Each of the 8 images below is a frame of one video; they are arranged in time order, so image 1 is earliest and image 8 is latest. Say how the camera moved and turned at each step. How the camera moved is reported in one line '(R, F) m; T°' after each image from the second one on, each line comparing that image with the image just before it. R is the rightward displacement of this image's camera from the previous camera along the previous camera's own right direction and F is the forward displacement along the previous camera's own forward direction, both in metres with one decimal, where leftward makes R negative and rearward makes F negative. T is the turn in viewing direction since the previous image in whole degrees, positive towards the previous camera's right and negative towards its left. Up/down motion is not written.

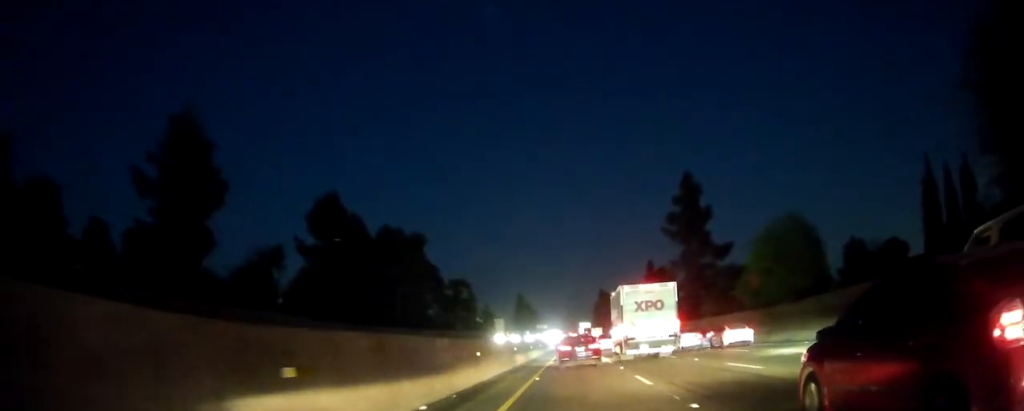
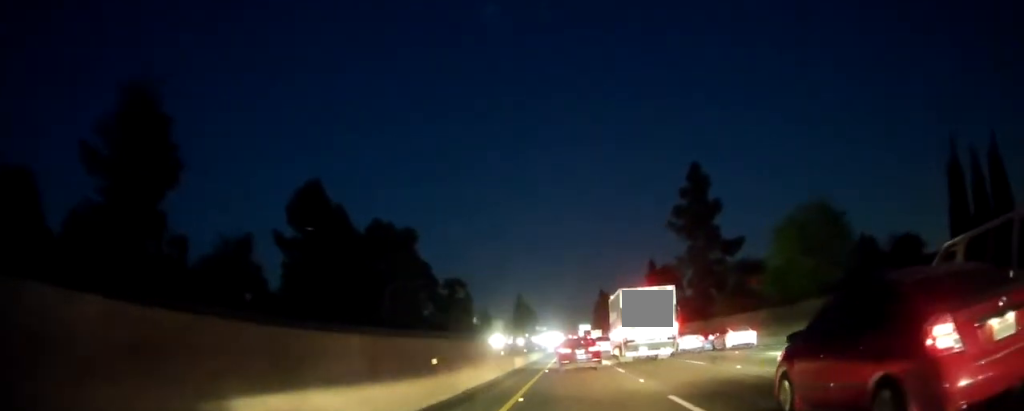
(0.0, +7.0) m; -1°
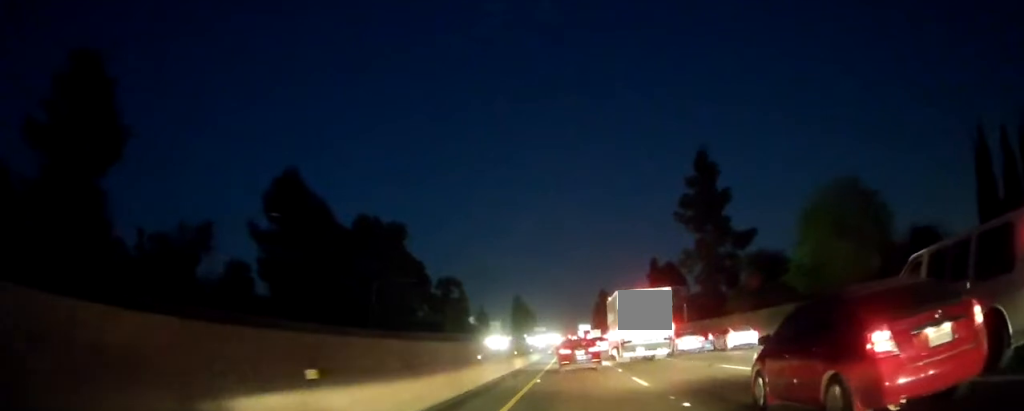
(-0.1, +7.4) m; -1°
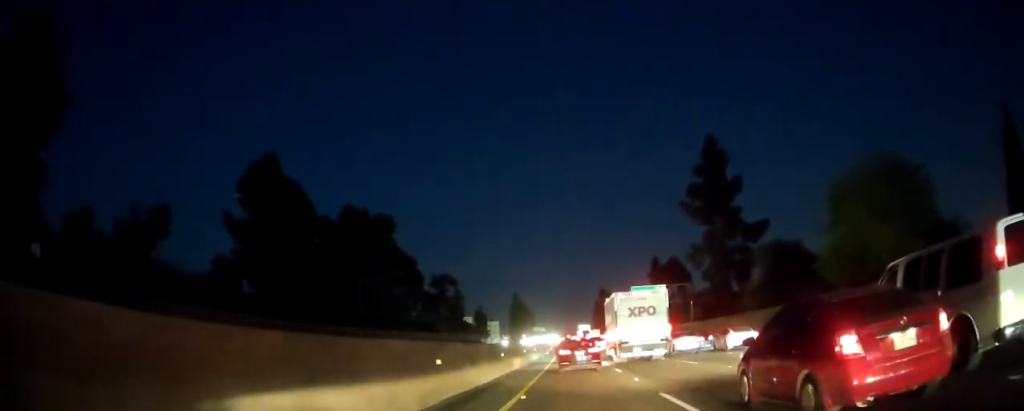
(0.0, +6.7) m; 0°
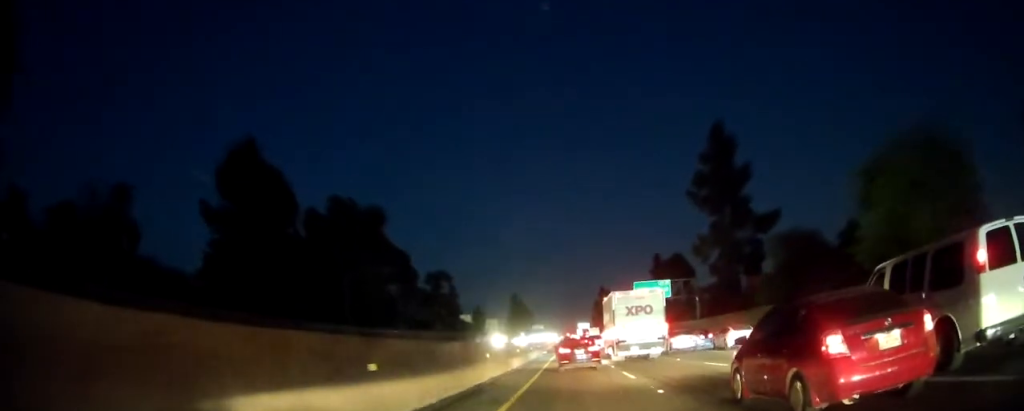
(0.0, +4.9) m; 0°
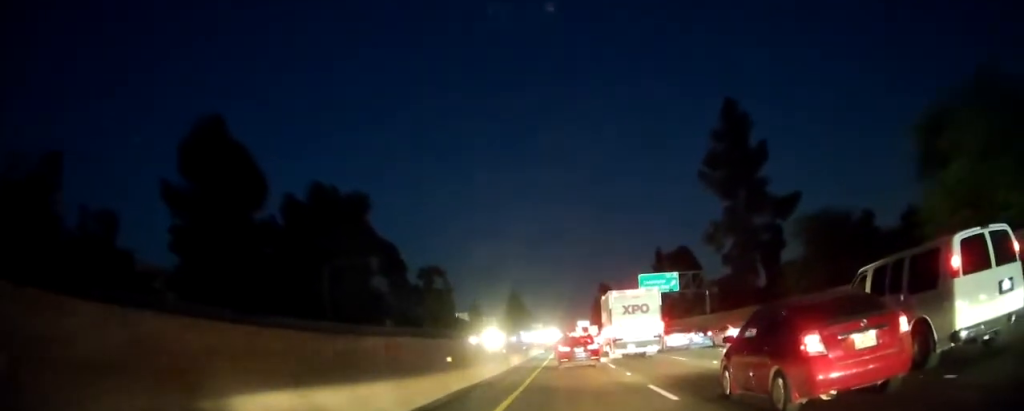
(0.0, +7.7) m; 0°
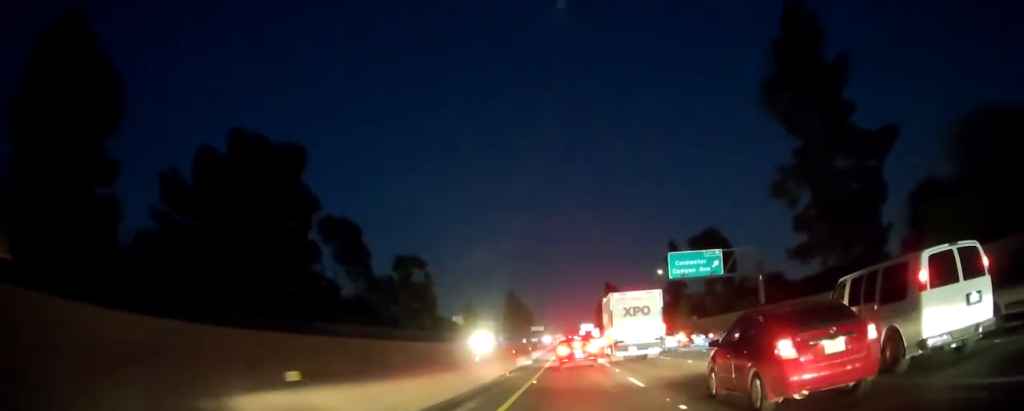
(+0.2, +23.3) m; +1°
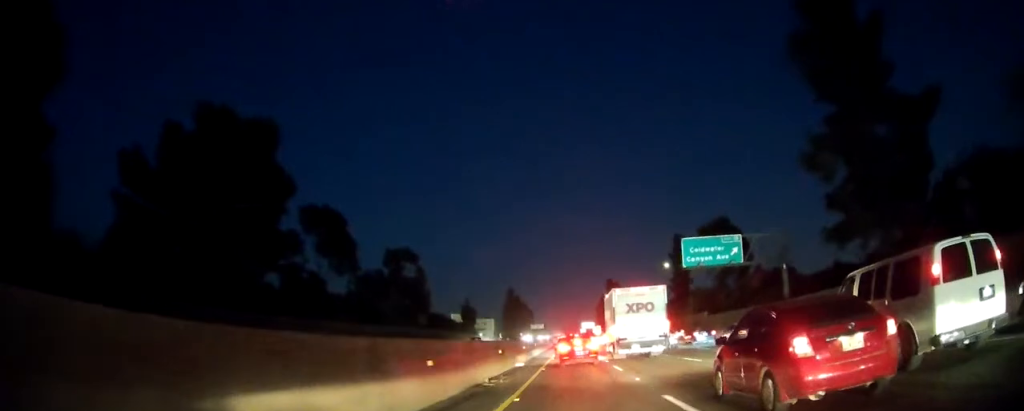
(+0.1, +6.8) m; 0°
